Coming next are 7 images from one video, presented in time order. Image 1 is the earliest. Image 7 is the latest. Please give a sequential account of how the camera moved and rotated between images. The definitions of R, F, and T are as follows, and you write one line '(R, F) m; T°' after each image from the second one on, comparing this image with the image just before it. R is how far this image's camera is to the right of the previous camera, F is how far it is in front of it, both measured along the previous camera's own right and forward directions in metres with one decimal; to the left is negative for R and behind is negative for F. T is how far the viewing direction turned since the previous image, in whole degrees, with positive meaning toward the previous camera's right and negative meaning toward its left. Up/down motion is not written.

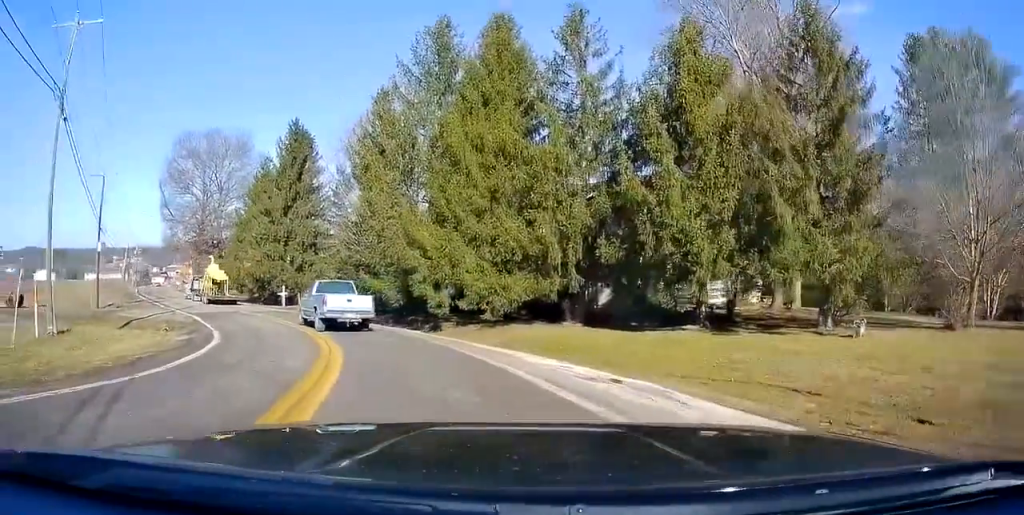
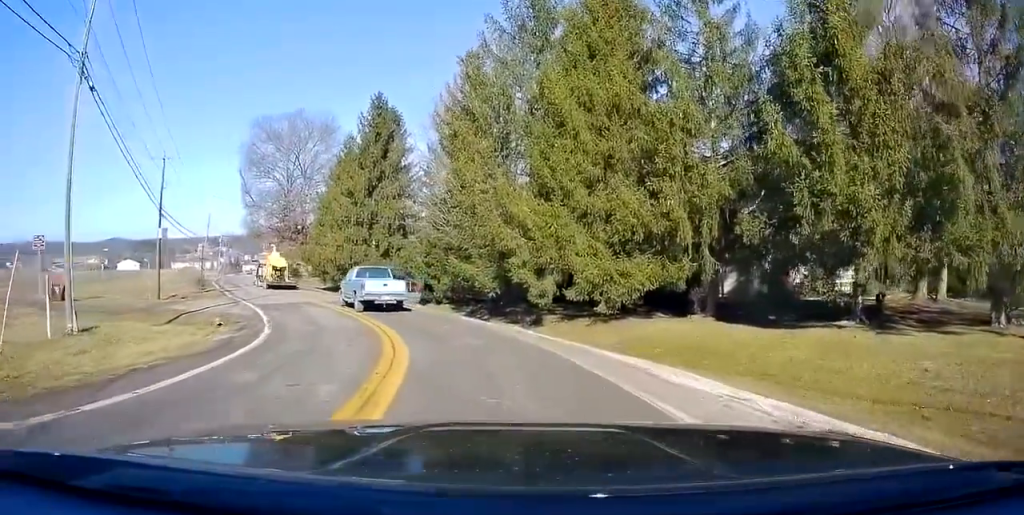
(-0.6, +3.9) m; -10°
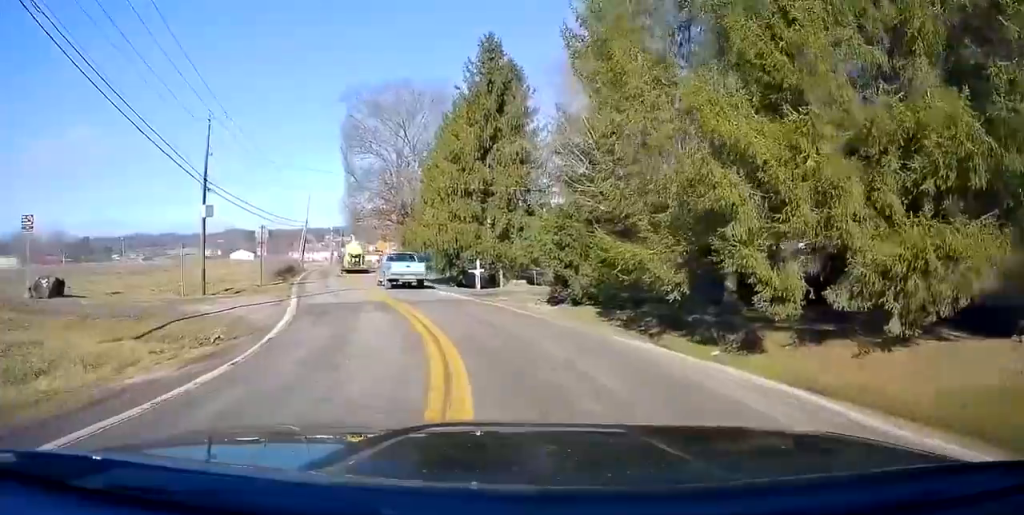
(-1.2, +9.6) m; -13°
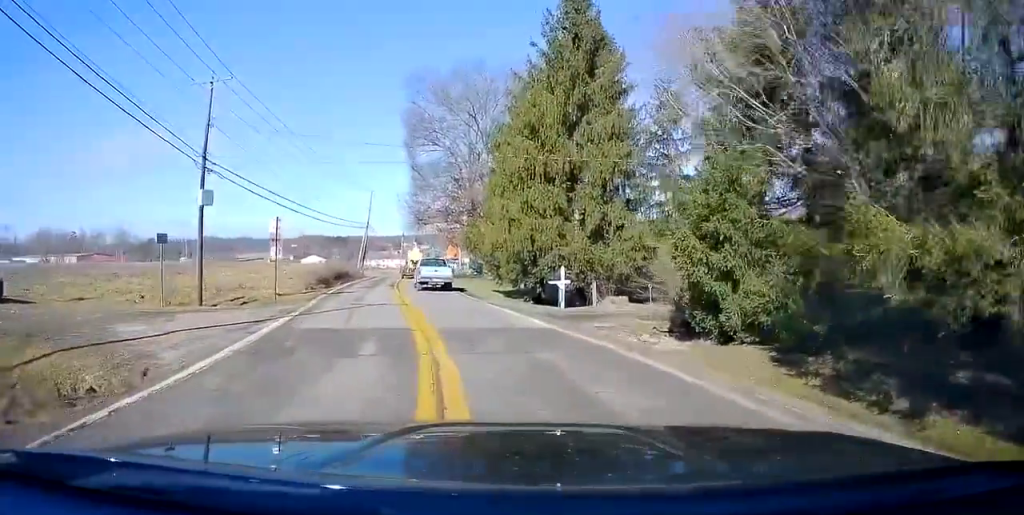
(-0.6, +8.0) m; -5°
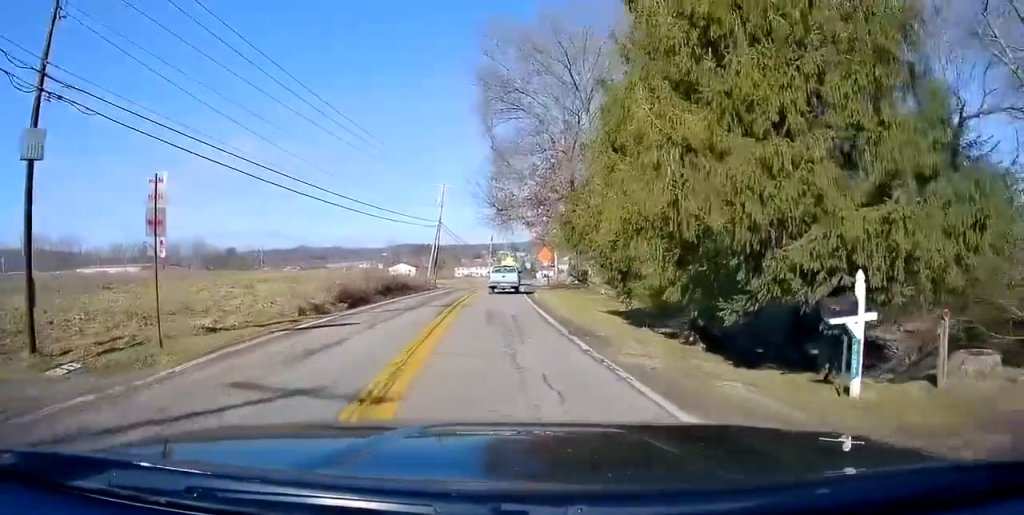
(-0.7, +14.9) m; -6°
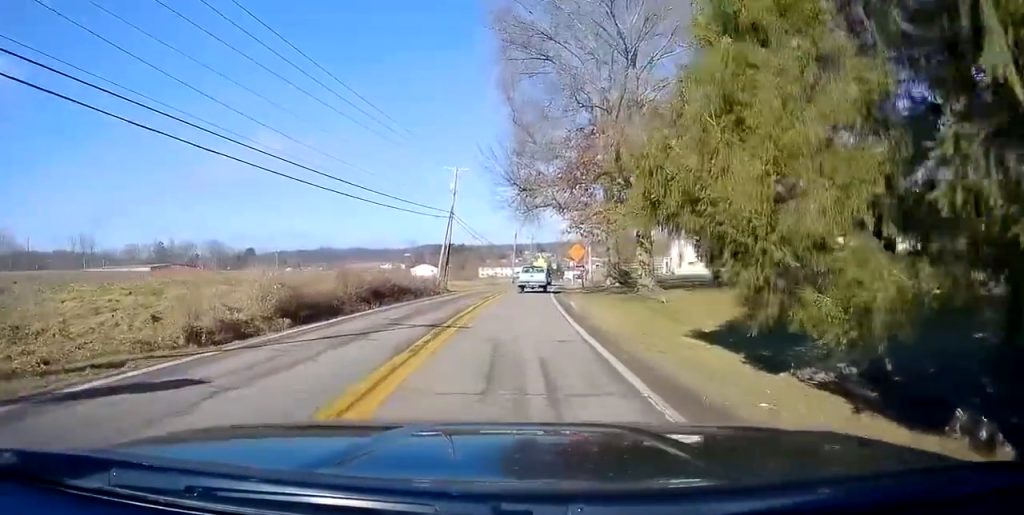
(-0.4, +9.7) m; -4°
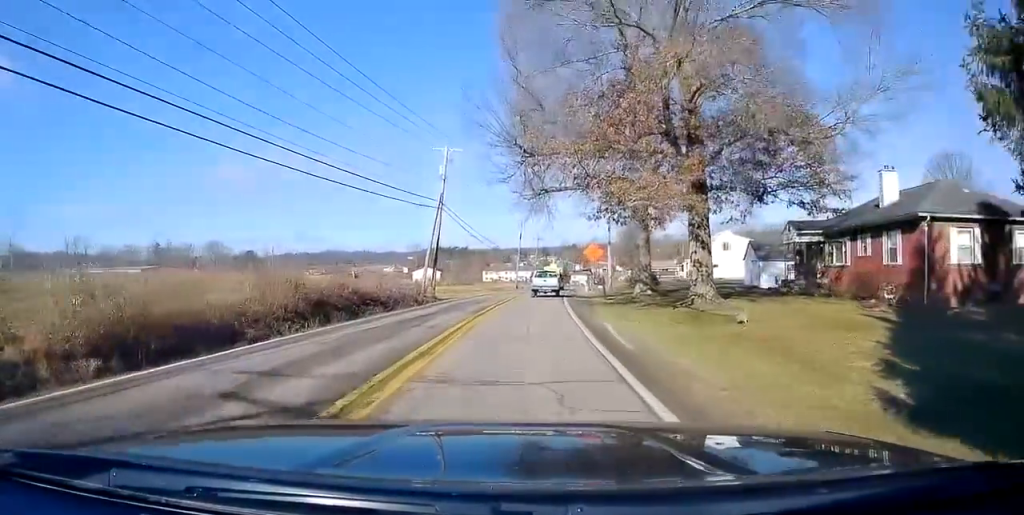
(-0.2, +9.4) m; -1°
